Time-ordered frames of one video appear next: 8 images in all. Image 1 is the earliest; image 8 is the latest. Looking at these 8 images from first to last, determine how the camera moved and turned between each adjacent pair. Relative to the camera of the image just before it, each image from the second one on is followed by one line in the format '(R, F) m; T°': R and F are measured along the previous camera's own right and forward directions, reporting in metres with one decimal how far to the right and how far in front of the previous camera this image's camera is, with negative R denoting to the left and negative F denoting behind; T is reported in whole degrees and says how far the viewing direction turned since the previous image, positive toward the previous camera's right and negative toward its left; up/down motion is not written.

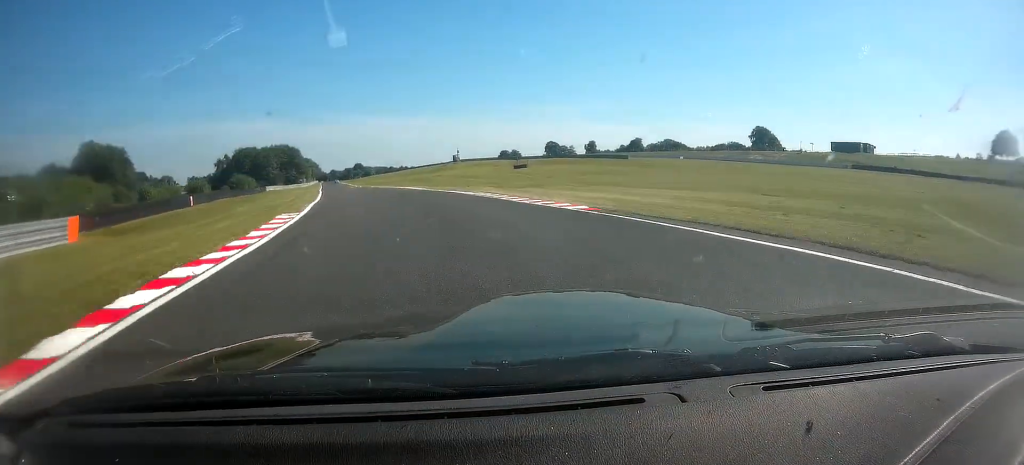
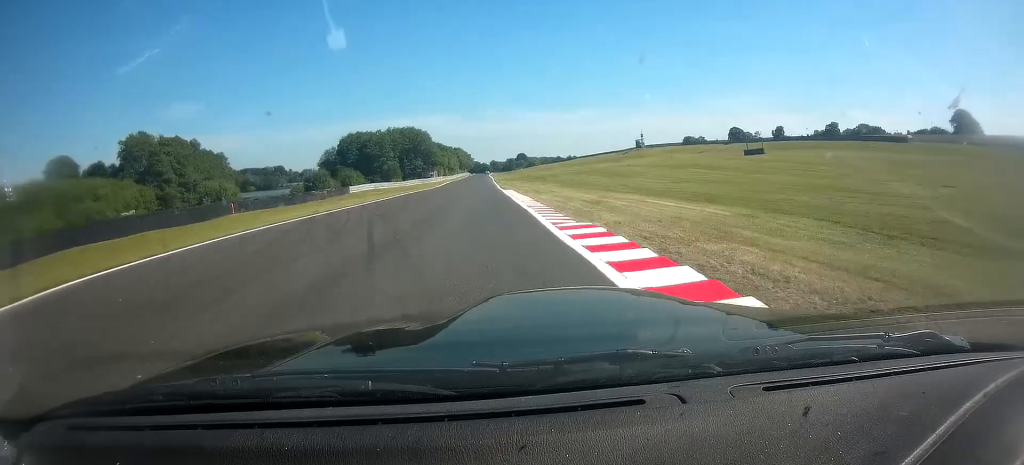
(-14.6, +51.6) m; -27°
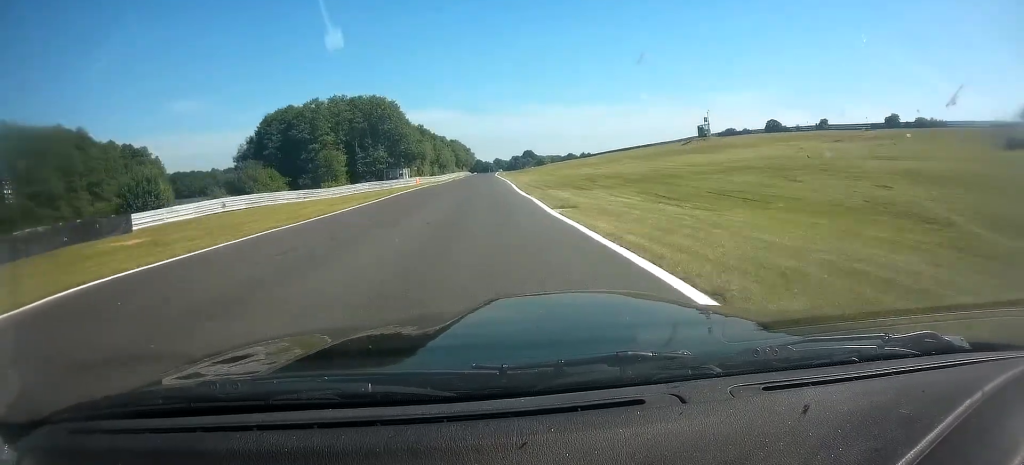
(-5.7, +46.6) m; -12°
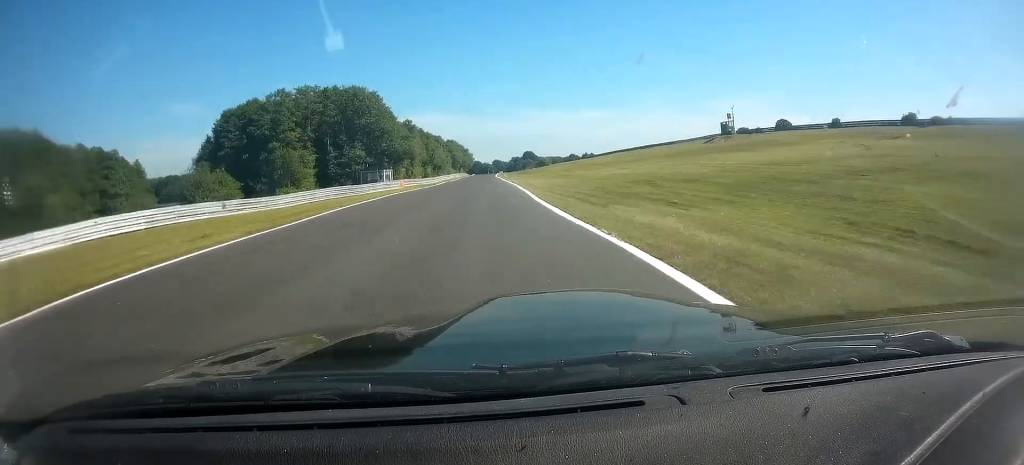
(-0.2, +11.2) m; -2°
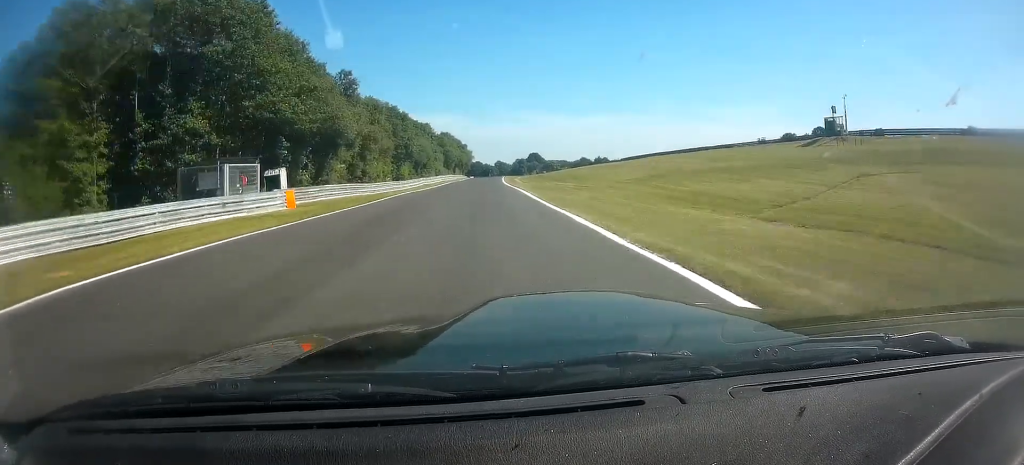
(-2.5, +31.1) m; -6°
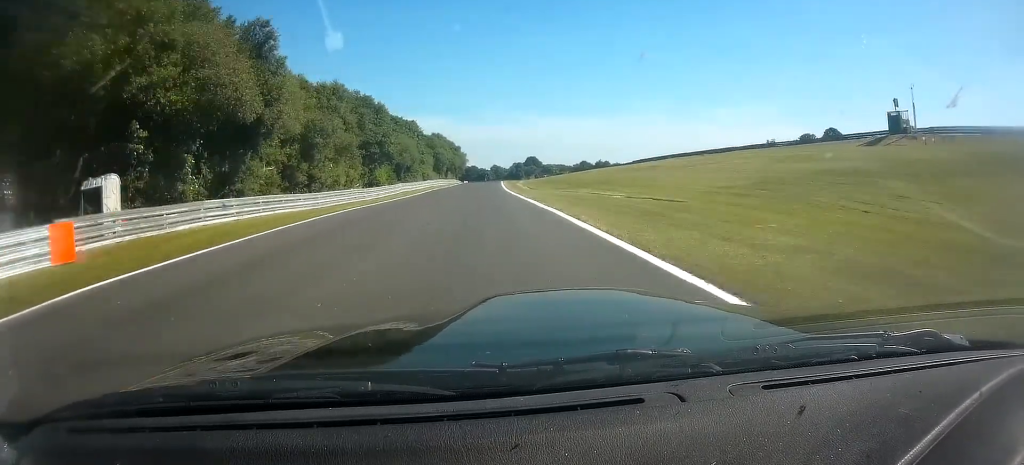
(+1.3, +14.1) m; -4°
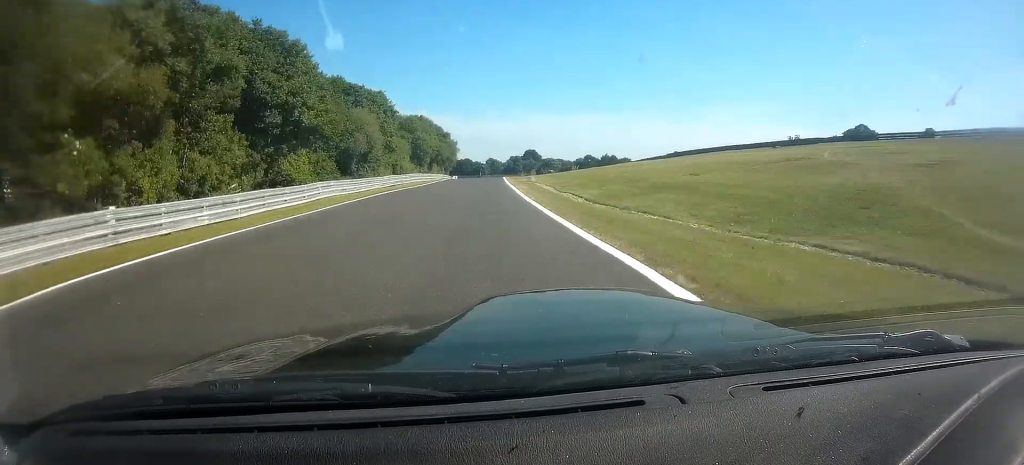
(-2.5, +26.8) m; -15°
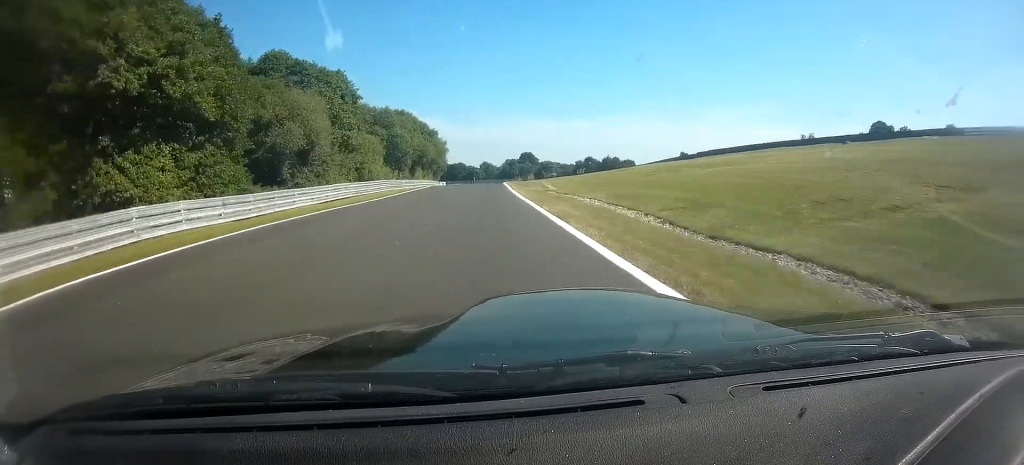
(+0.5, +17.6) m; -12°
